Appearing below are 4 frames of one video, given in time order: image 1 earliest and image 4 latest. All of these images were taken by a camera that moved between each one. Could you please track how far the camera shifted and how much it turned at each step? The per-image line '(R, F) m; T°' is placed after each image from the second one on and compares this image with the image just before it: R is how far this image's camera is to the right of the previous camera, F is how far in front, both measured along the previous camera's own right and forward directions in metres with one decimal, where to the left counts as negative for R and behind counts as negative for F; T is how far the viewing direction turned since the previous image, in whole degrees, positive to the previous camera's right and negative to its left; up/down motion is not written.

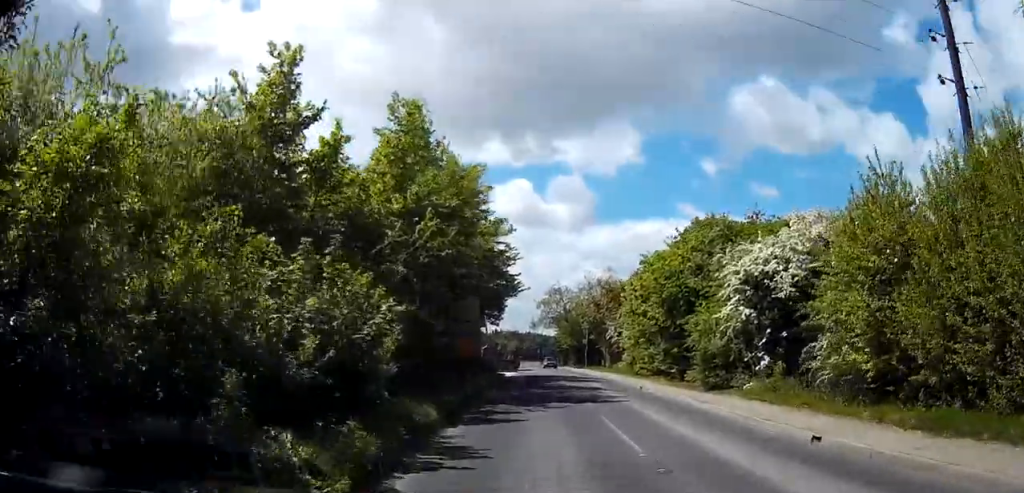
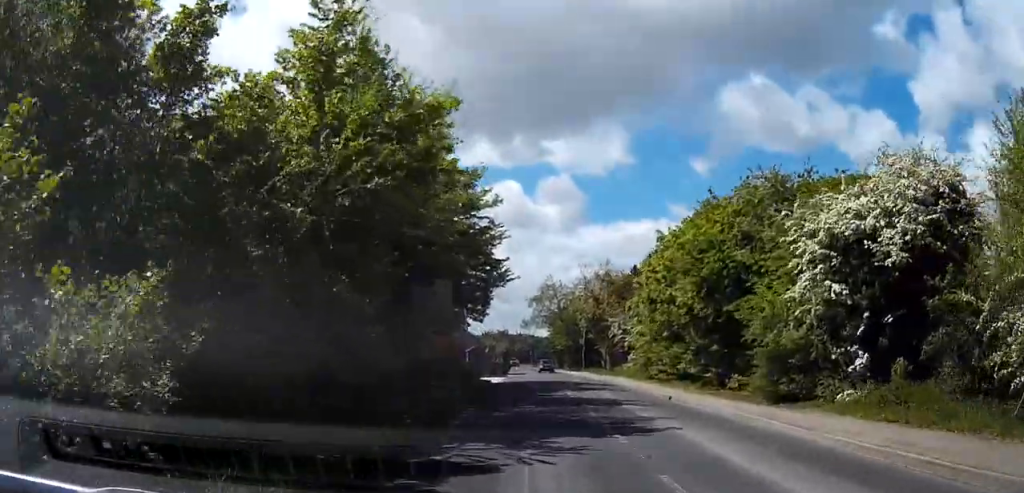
(+0.2, +7.6) m; +1°
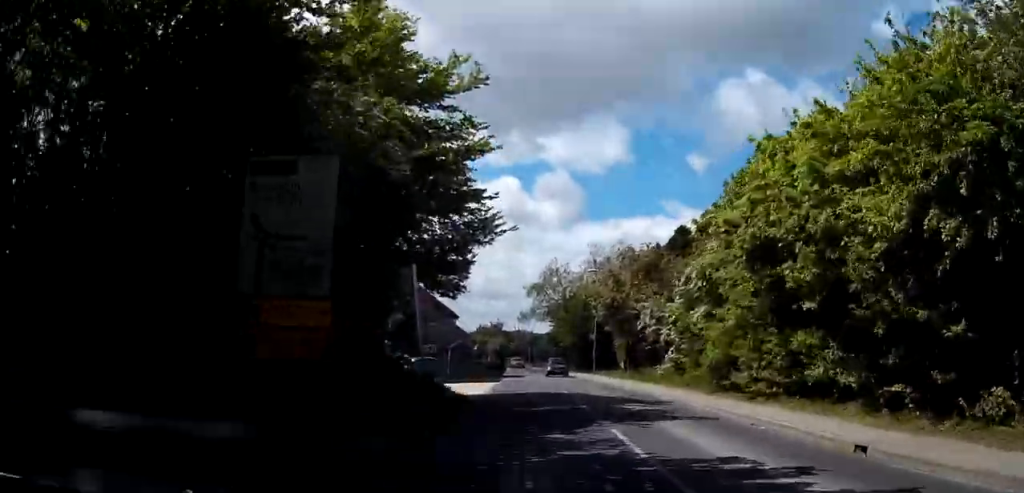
(+0.1, +13.2) m; 0°
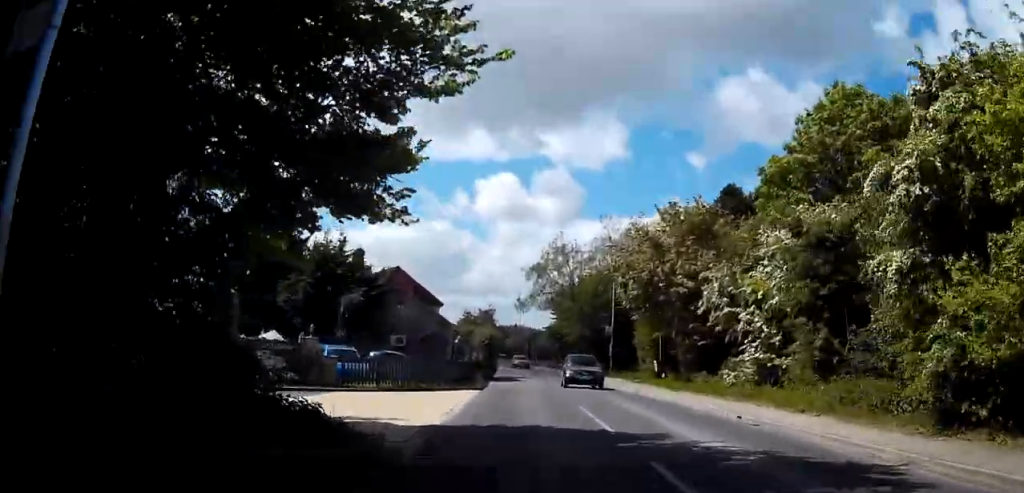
(-0.2, +13.1) m; -2°
